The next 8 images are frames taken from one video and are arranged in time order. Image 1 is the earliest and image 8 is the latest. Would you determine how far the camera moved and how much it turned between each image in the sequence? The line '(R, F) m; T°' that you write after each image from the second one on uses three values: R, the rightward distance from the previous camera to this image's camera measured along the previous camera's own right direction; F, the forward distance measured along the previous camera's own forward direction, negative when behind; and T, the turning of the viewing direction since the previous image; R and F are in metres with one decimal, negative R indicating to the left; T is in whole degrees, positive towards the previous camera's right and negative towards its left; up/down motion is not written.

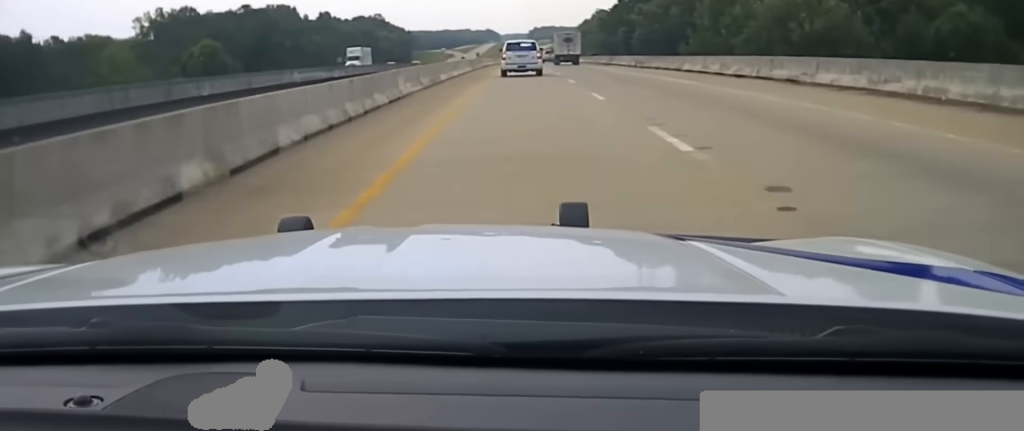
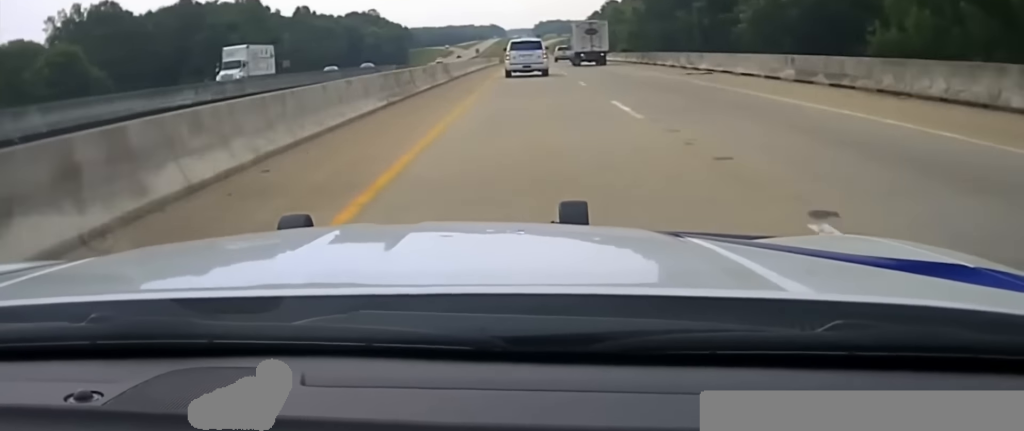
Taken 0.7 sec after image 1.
(-0.1, +43.5) m; 0°
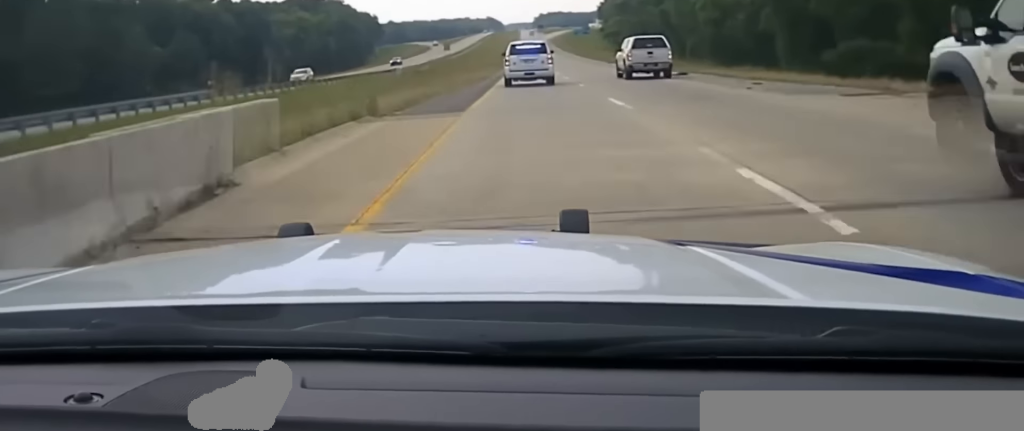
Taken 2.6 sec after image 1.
(-0.4, +113.8) m; 0°
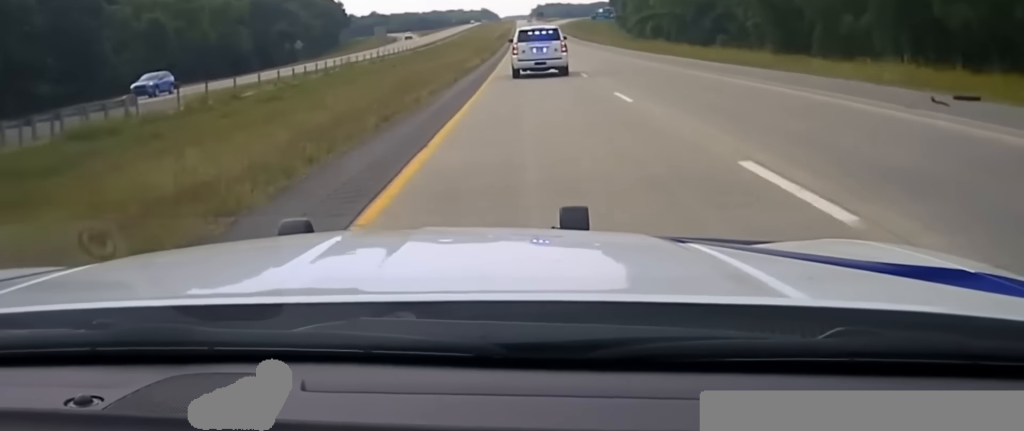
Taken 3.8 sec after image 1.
(-0.2, +75.1) m; 0°
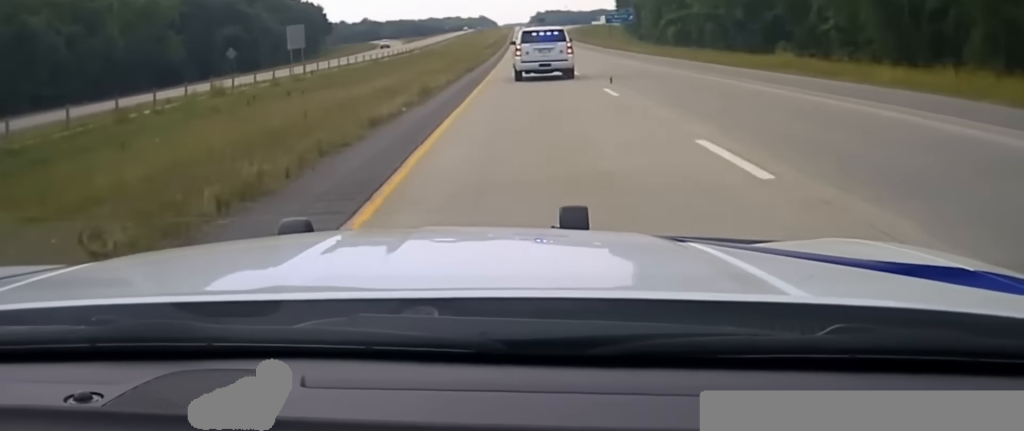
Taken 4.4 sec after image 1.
(-0.1, +34.6) m; 0°
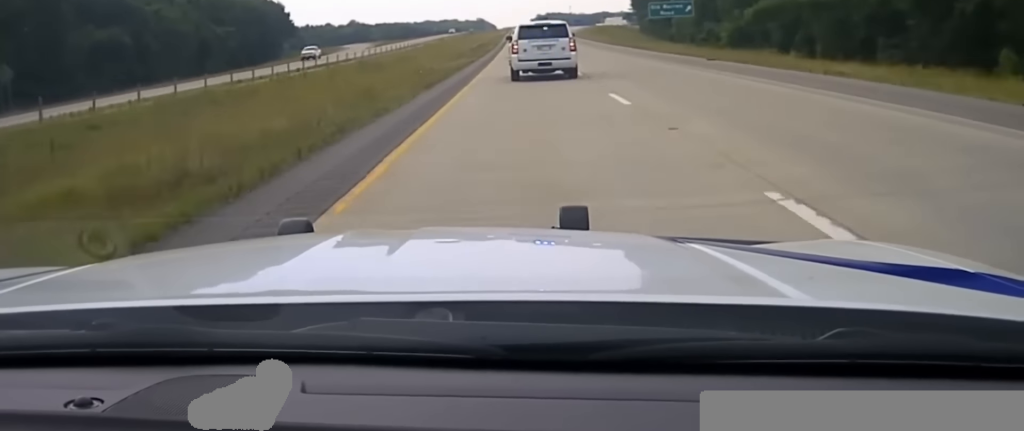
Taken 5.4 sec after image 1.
(+0.7, +52.3) m; 0°
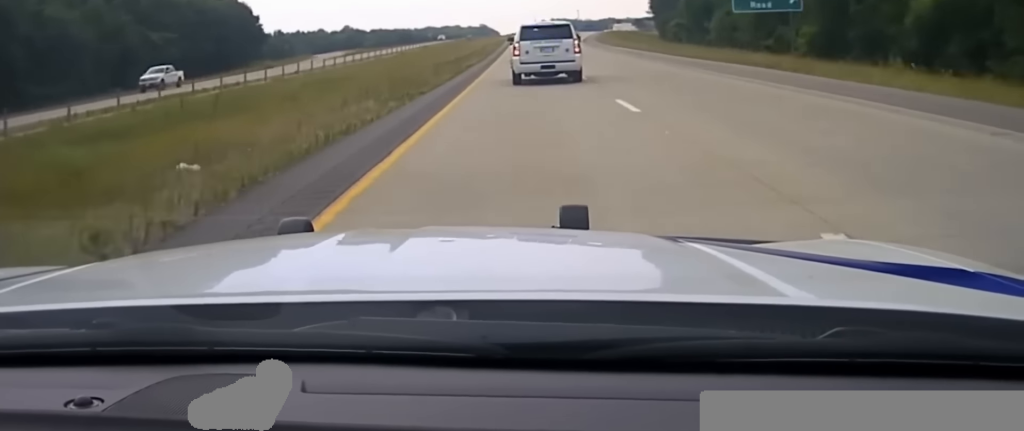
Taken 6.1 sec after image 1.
(-0.4, +37.3) m; 0°
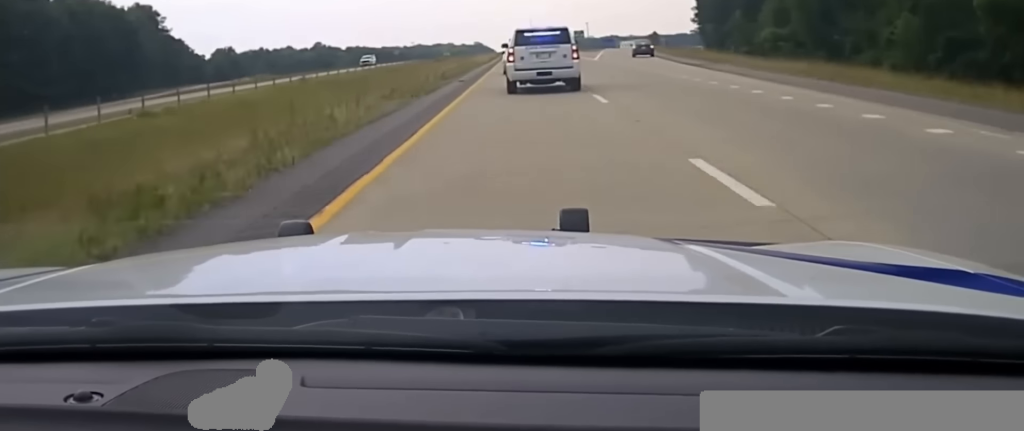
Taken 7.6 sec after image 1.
(+0.2, +80.3) m; 0°
